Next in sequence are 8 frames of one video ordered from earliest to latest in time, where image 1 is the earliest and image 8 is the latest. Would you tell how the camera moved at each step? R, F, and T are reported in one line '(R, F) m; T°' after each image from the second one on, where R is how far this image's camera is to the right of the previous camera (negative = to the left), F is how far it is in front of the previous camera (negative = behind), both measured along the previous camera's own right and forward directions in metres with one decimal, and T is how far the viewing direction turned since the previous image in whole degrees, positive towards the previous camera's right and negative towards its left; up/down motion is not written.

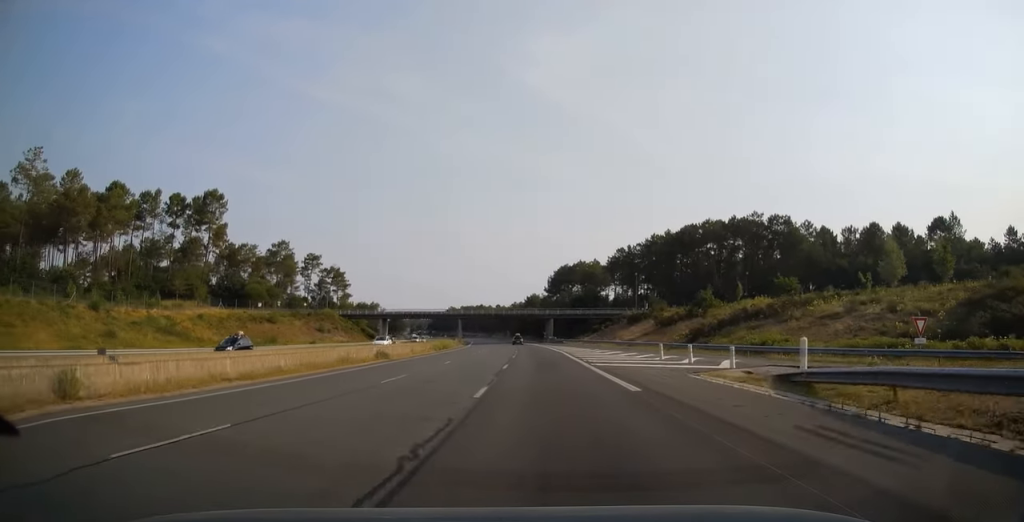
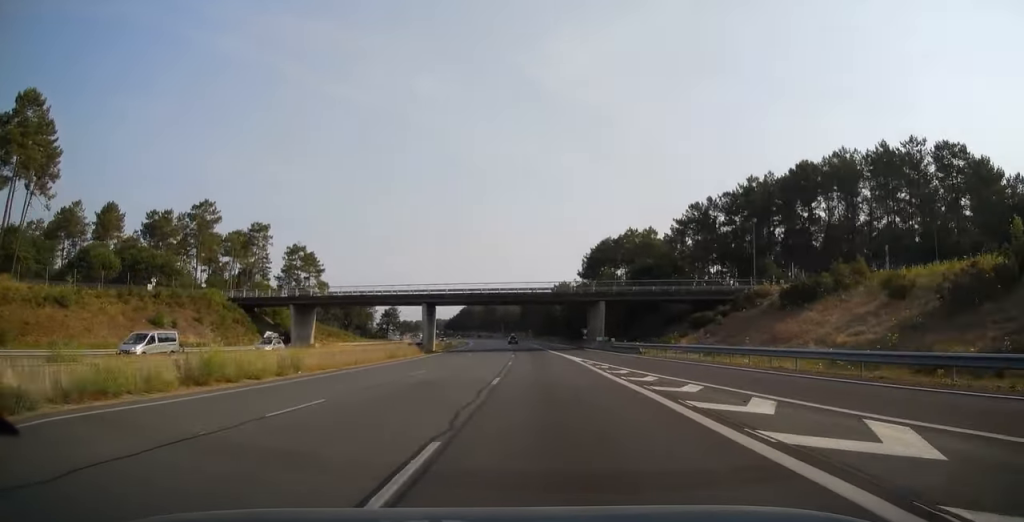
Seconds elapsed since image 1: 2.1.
(-1.6, +61.2) m; -3°
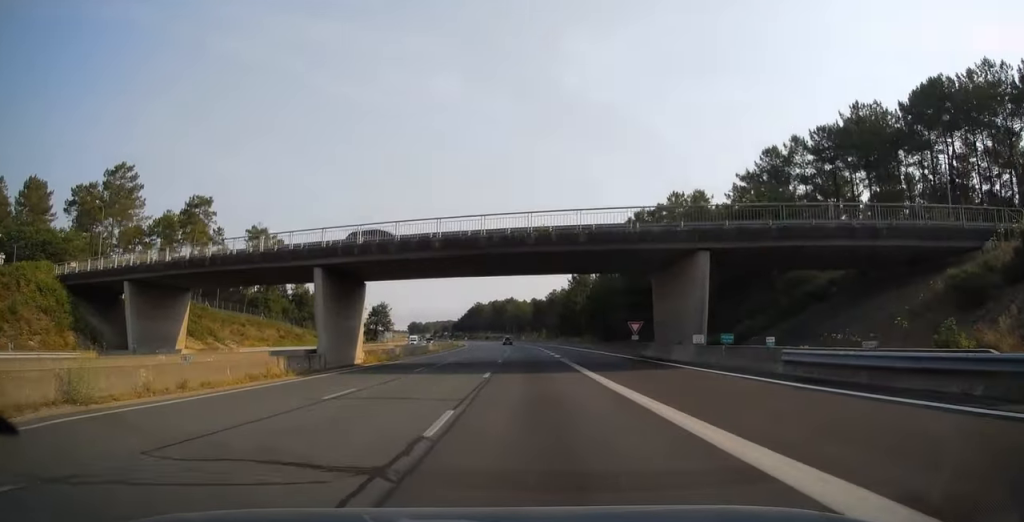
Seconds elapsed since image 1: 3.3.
(-0.4, +35.5) m; -1°
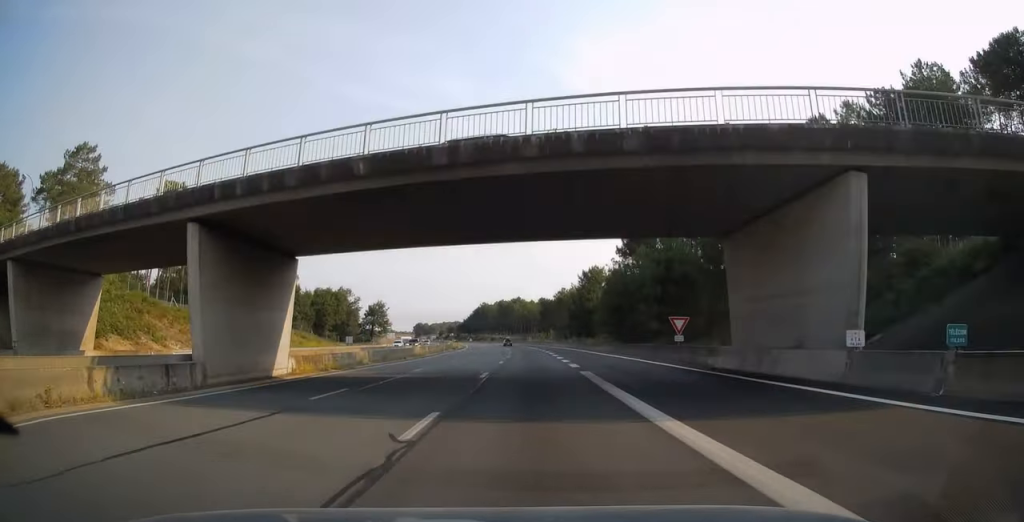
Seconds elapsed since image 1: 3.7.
(-0.1, +13.2) m; 0°
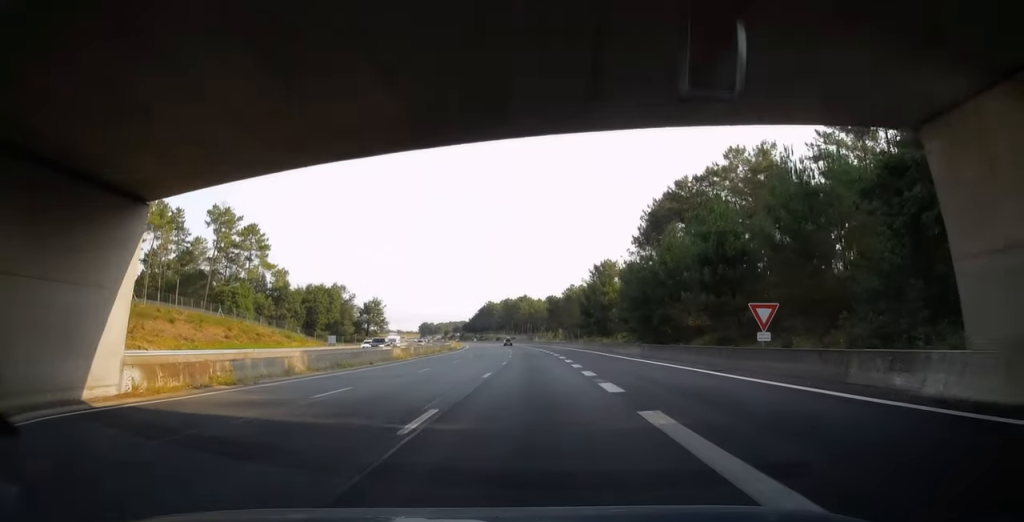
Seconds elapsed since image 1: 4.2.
(0.0, +12.7) m; 0°
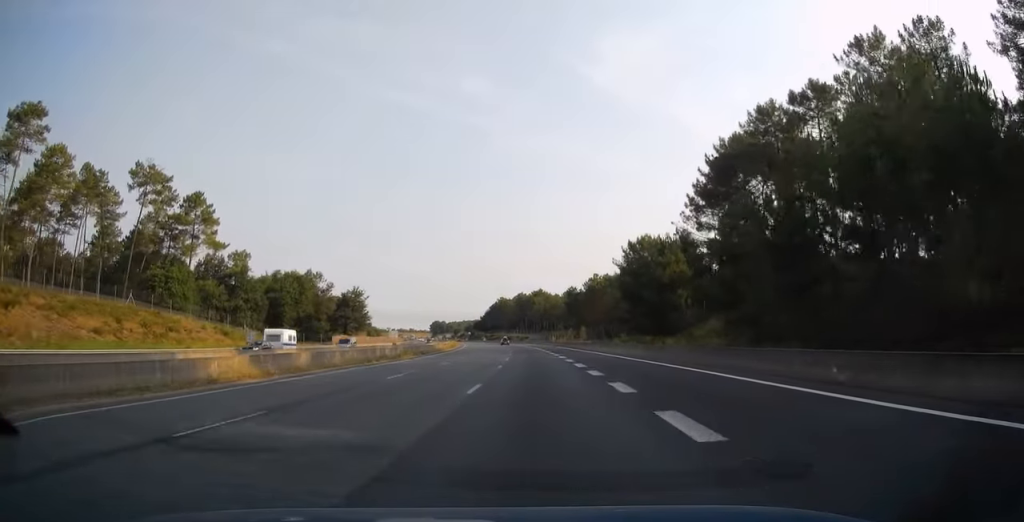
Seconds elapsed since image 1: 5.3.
(-0.4, +32.5) m; -1°
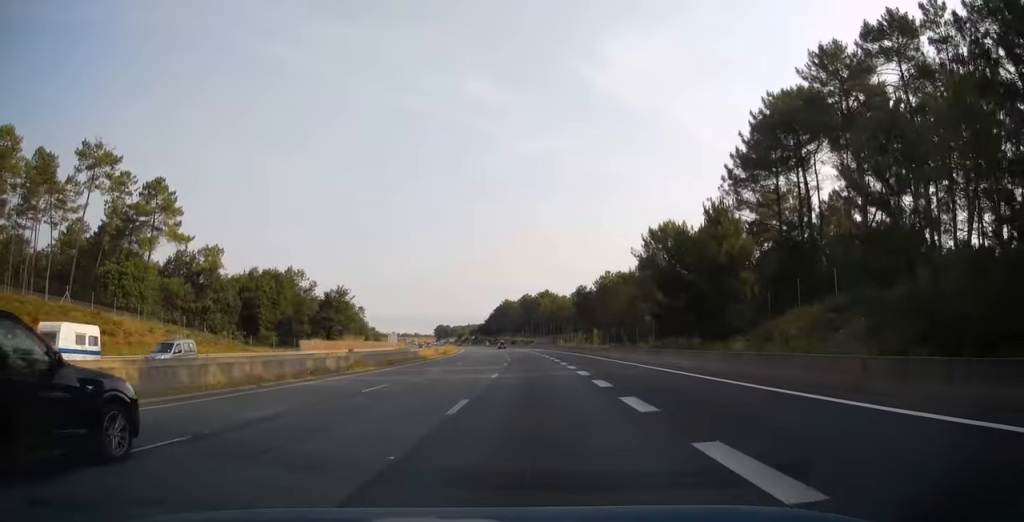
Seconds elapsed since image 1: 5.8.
(-0.1, +15.7) m; -1°
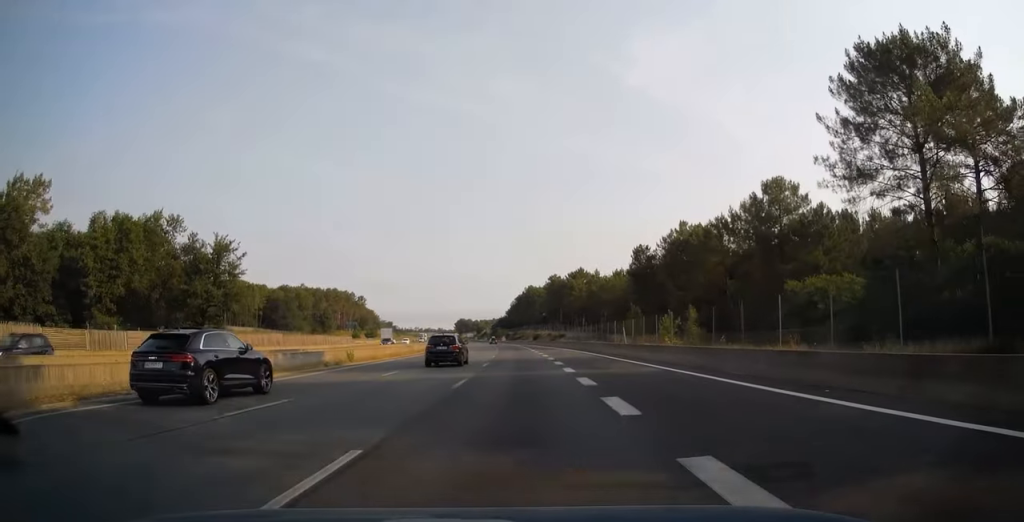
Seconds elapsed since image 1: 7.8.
(-1.6, +60.2) m; -3°
